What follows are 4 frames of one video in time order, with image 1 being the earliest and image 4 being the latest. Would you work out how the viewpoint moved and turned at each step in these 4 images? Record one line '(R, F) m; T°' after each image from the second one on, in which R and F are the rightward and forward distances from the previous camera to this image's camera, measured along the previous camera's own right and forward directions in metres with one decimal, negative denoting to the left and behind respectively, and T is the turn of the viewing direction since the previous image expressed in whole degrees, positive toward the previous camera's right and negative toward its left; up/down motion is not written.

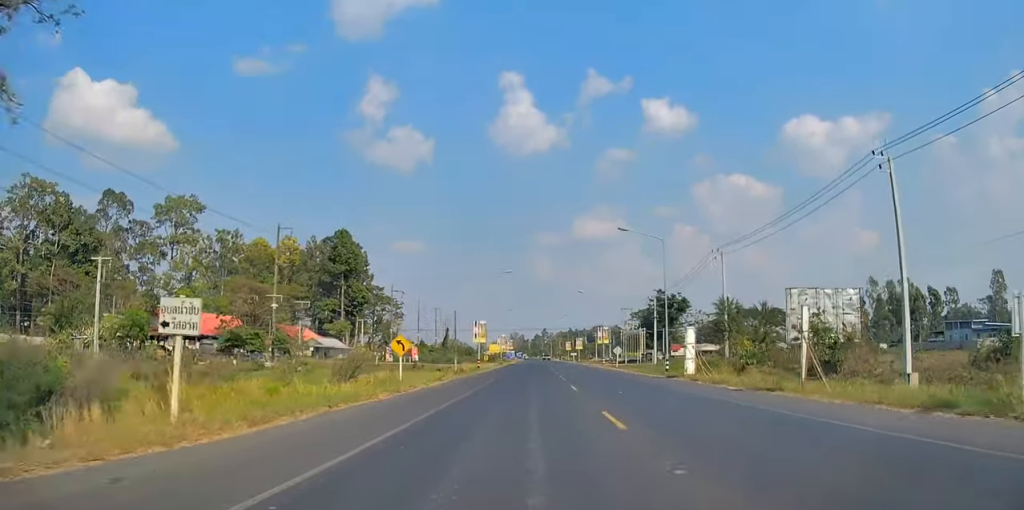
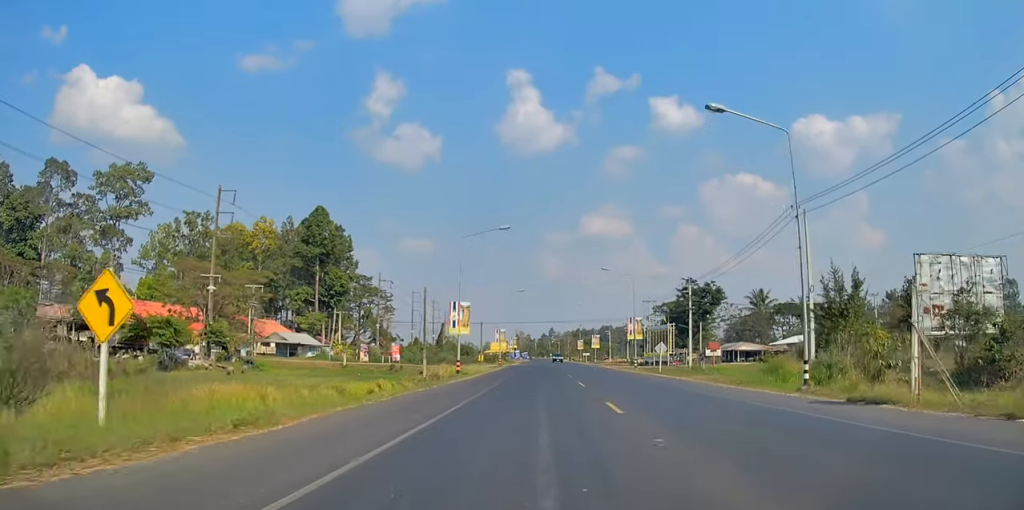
(-0.2, +21.9) m; -1°
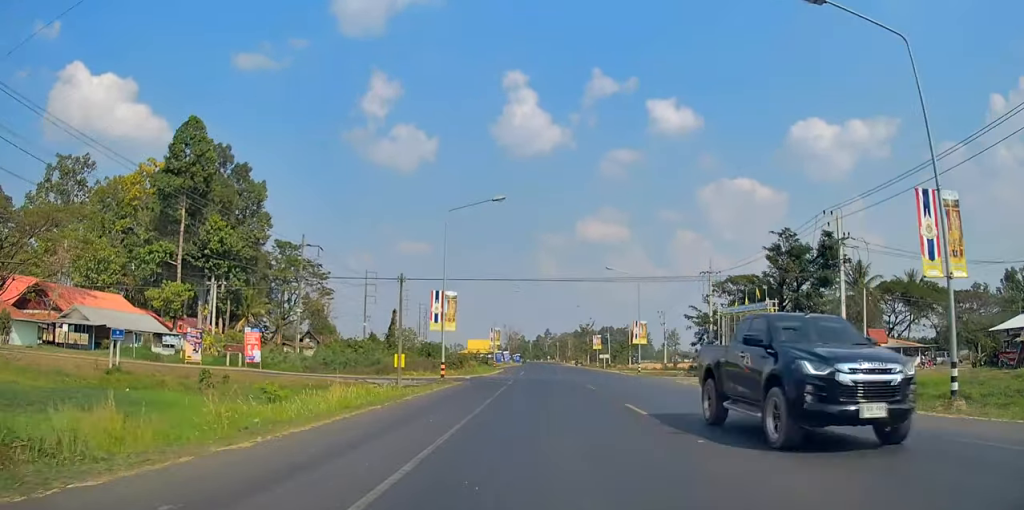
(-0.1, +48.8) m; +1°
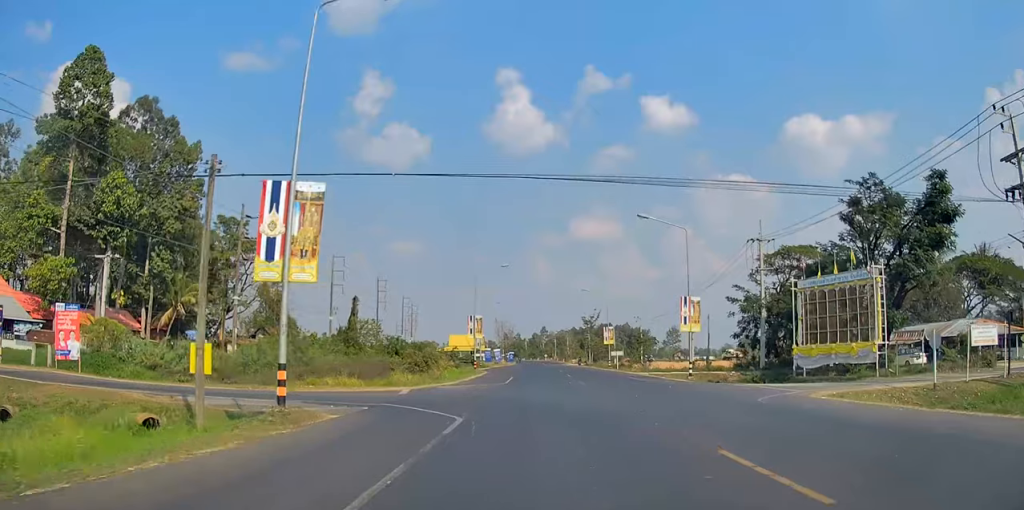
(0.0, +21.1) m; 0°
